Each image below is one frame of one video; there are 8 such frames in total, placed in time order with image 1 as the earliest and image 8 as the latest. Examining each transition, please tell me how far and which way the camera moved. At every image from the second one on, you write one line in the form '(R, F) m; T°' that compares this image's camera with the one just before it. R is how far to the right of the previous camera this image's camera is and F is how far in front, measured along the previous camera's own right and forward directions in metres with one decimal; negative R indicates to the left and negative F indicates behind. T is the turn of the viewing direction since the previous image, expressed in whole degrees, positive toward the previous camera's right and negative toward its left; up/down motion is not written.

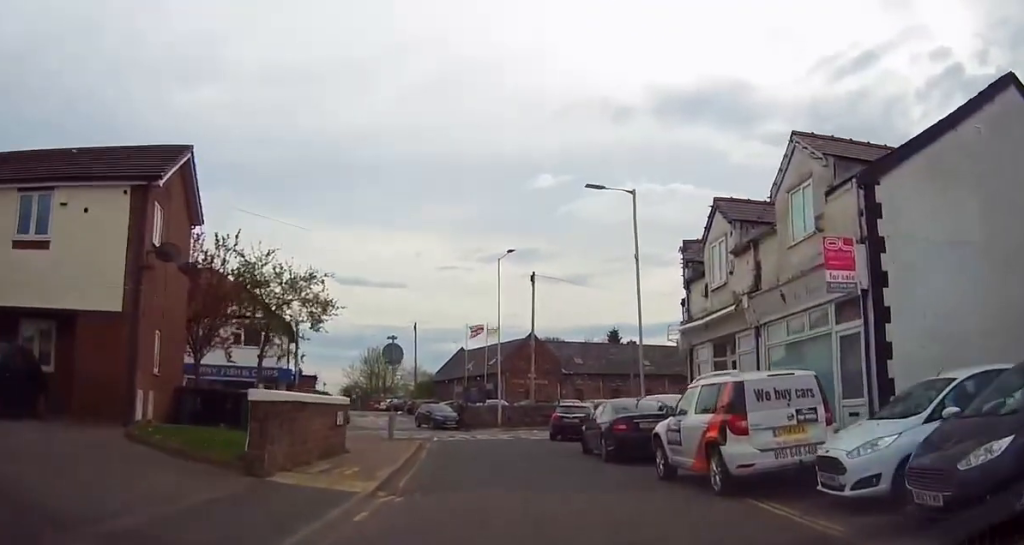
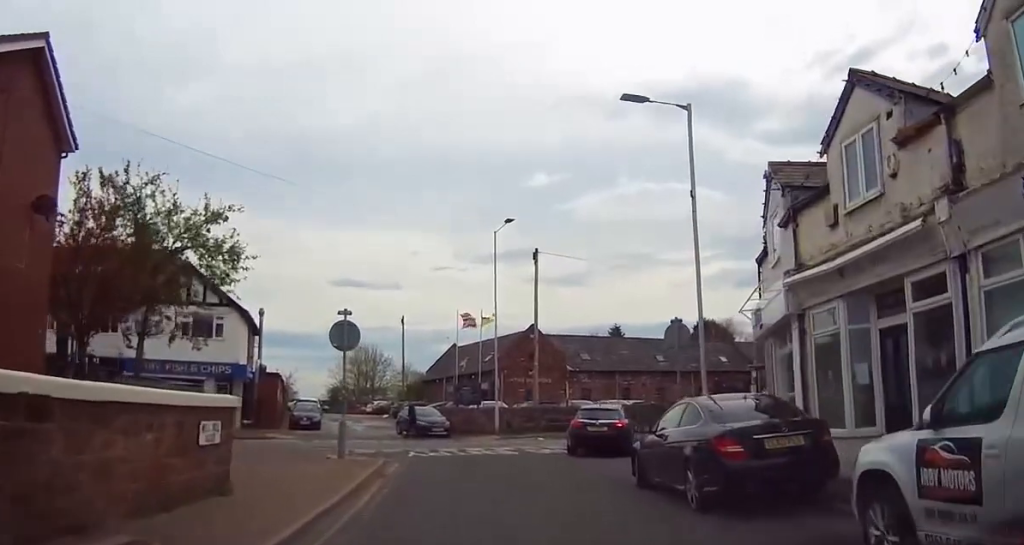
(0.0, +6.5) m; 0°
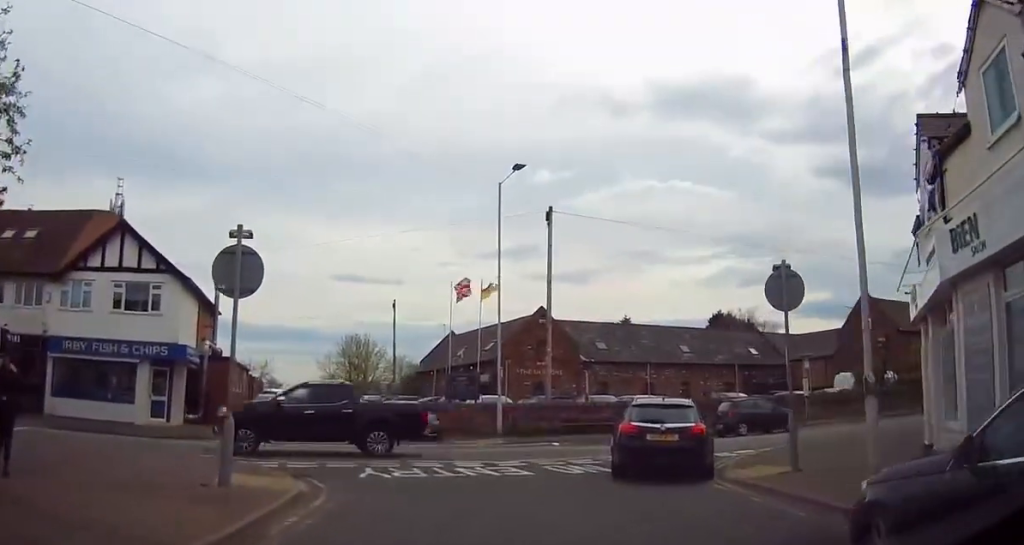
(+0.1, +6.8) m; -1°
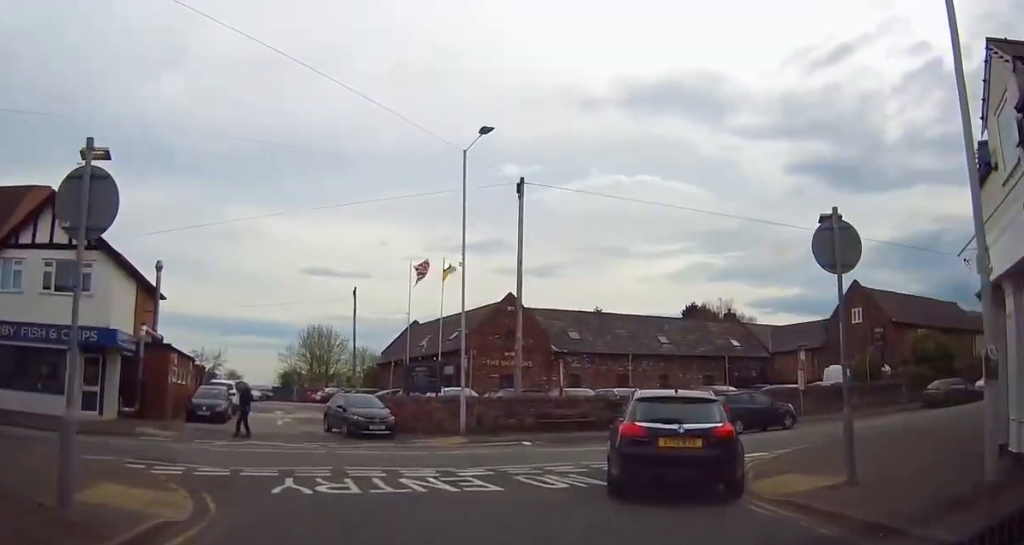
(-0.2, +2.4) m; +1°
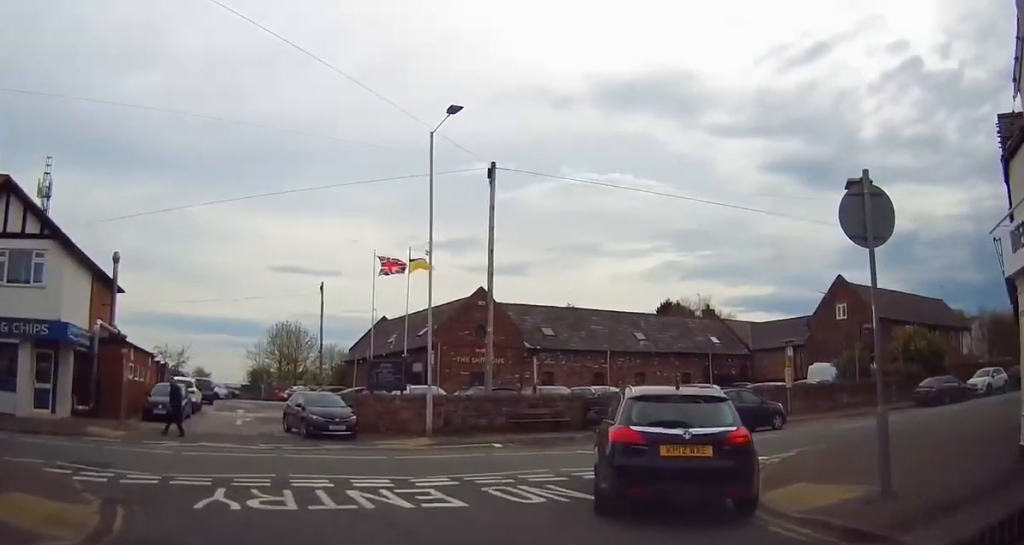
(+0.1, +1.2) m; 0°
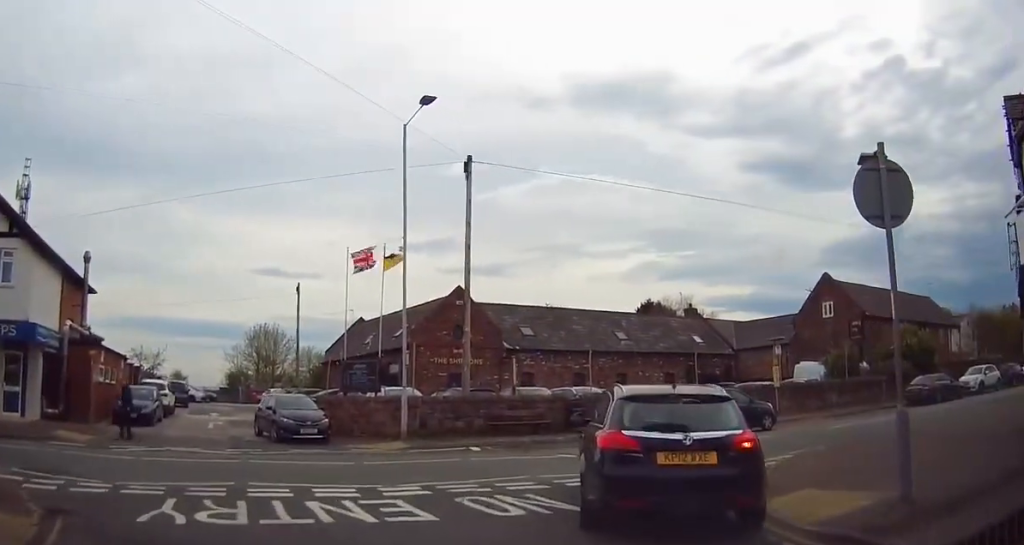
(+0.1, +0.8) m; 0°
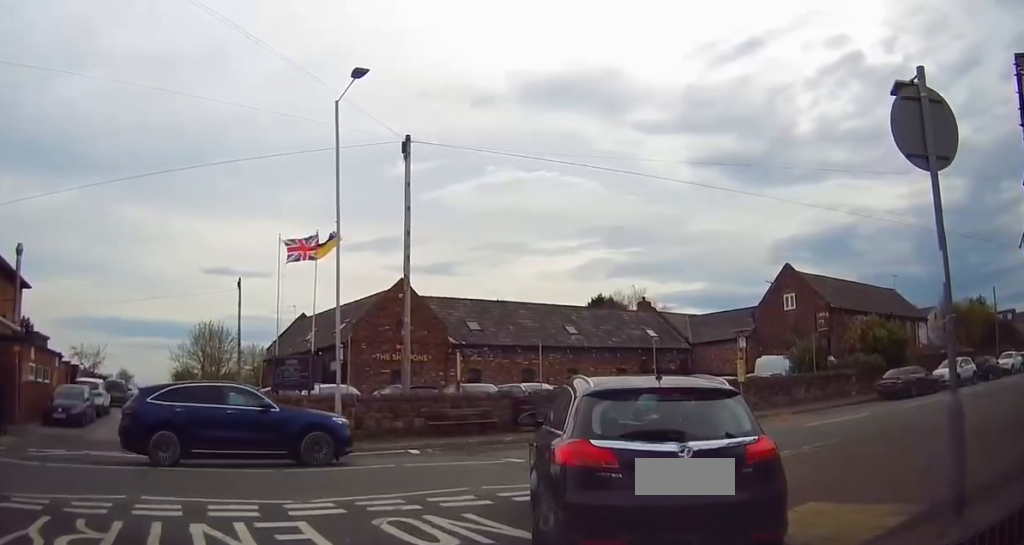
(-0.4, +1.0) m; 0°
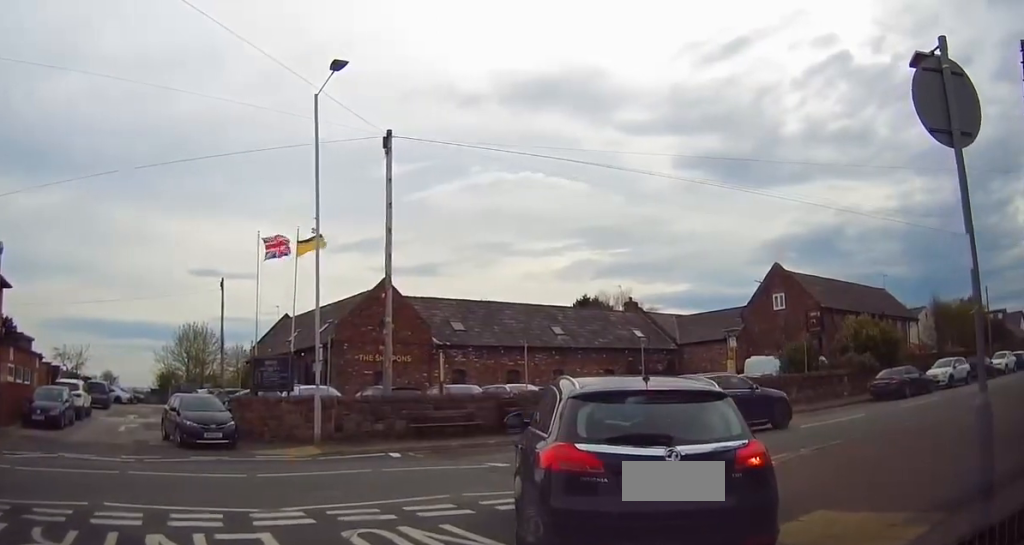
(+0.2, +0.4) m; 0°
